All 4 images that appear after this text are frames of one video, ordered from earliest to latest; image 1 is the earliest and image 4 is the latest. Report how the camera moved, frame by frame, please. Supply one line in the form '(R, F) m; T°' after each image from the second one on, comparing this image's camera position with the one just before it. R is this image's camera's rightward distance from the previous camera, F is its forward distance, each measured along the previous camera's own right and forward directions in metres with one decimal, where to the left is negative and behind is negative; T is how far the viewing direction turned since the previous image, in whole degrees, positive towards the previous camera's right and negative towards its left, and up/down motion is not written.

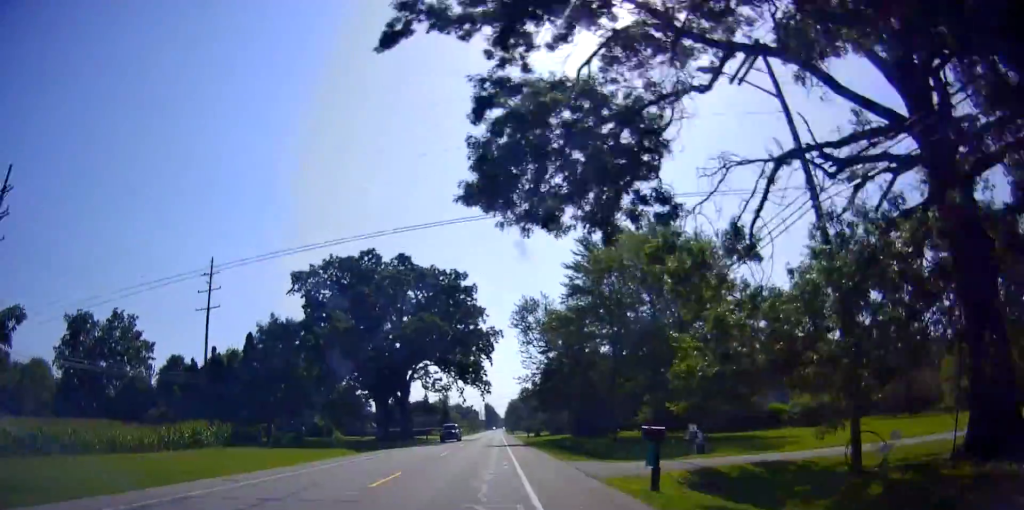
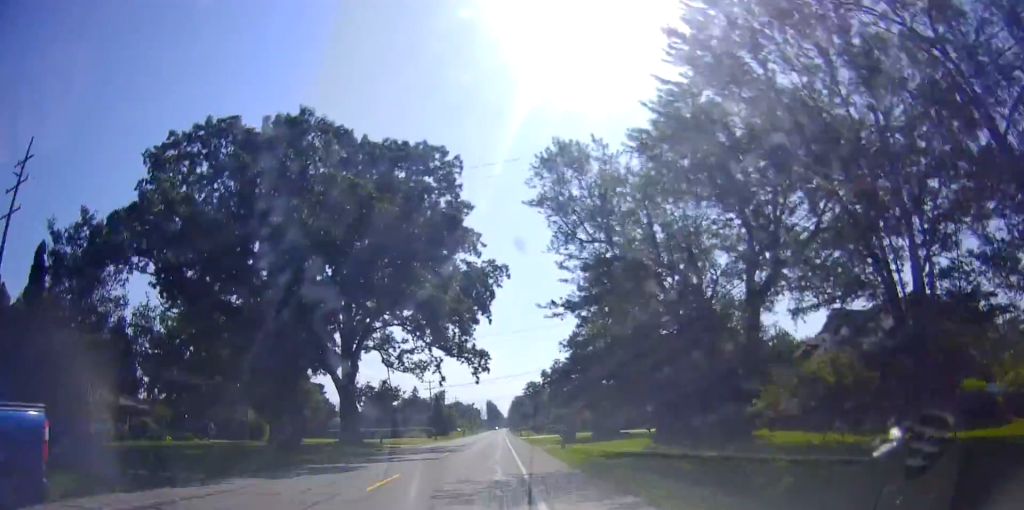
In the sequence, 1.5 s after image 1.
(0.0, +31.3) m; -1°
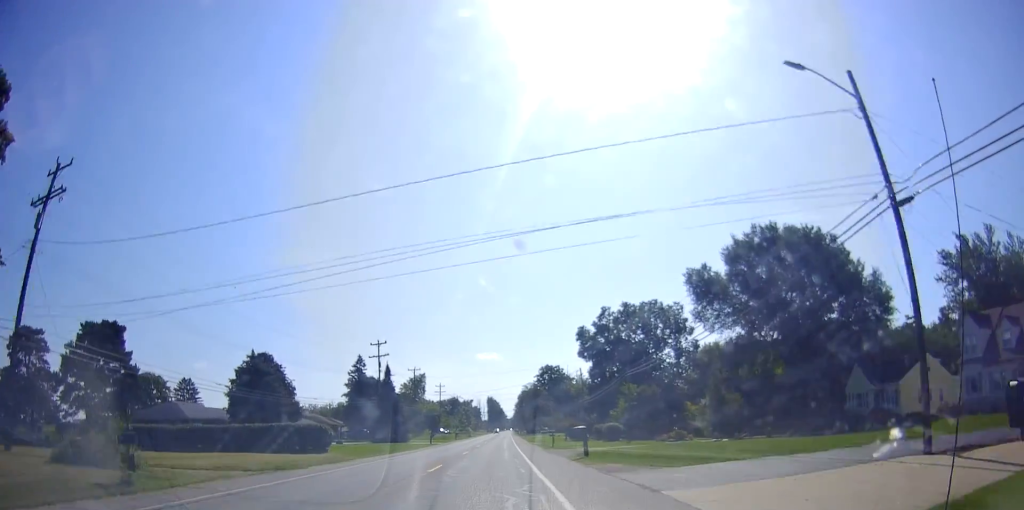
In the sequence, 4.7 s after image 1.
(-0.4, +69.0) m; 0°
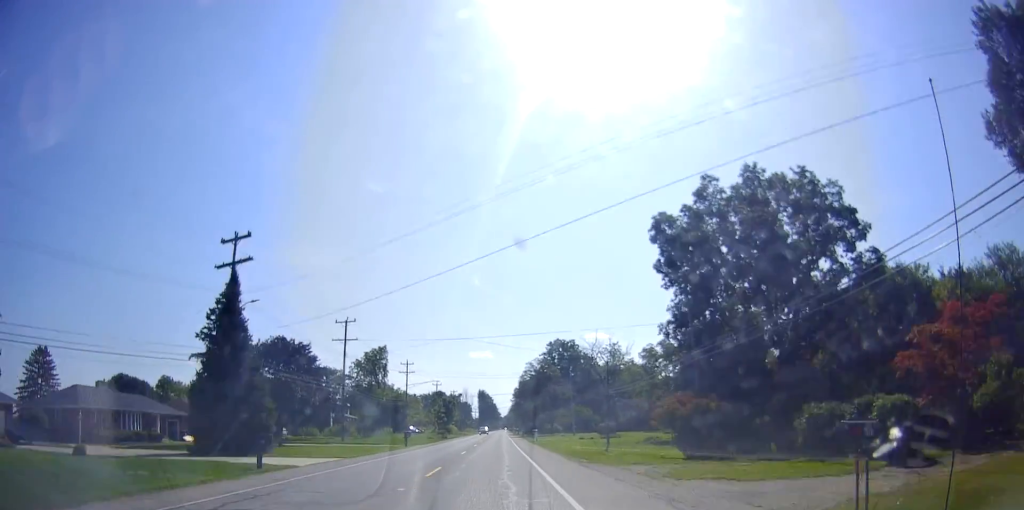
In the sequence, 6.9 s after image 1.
(-0.2, +48.9) m; 0°
